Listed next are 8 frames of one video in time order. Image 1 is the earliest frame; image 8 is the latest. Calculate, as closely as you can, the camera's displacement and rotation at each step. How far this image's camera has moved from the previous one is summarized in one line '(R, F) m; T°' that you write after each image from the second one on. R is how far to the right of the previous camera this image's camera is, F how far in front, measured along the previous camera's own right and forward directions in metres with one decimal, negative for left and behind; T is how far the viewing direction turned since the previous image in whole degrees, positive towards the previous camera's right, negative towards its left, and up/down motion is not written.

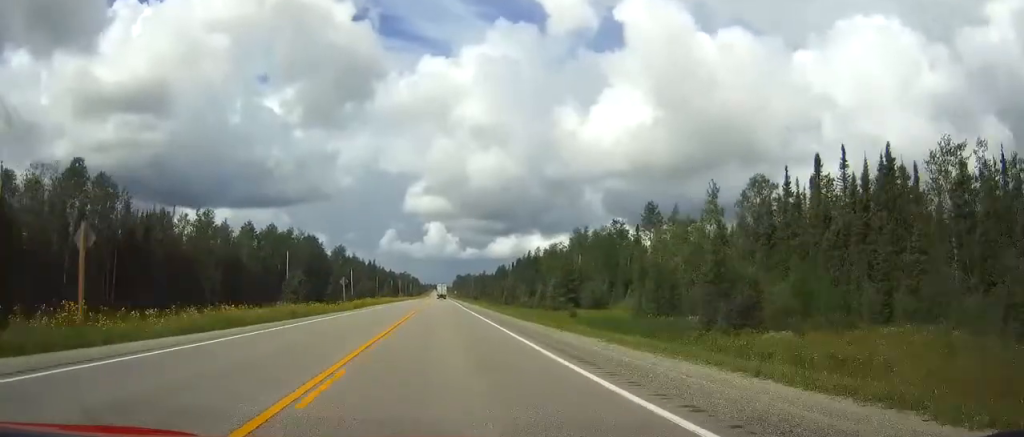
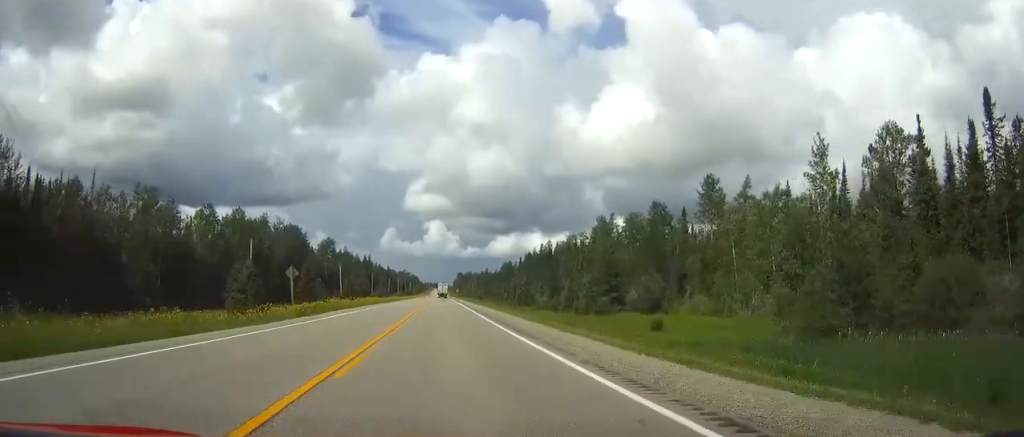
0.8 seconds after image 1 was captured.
(0.0, +26.1) m; 0°
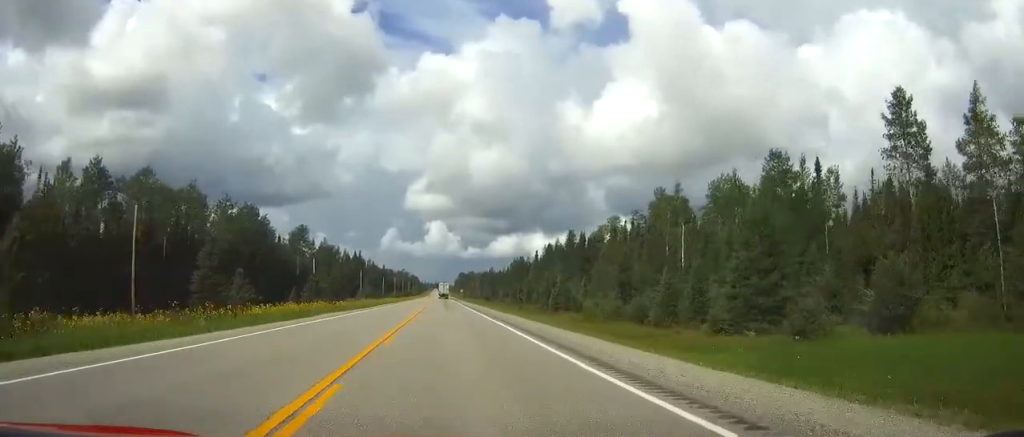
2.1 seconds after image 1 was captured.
(0.0, +42.2) m; 0°
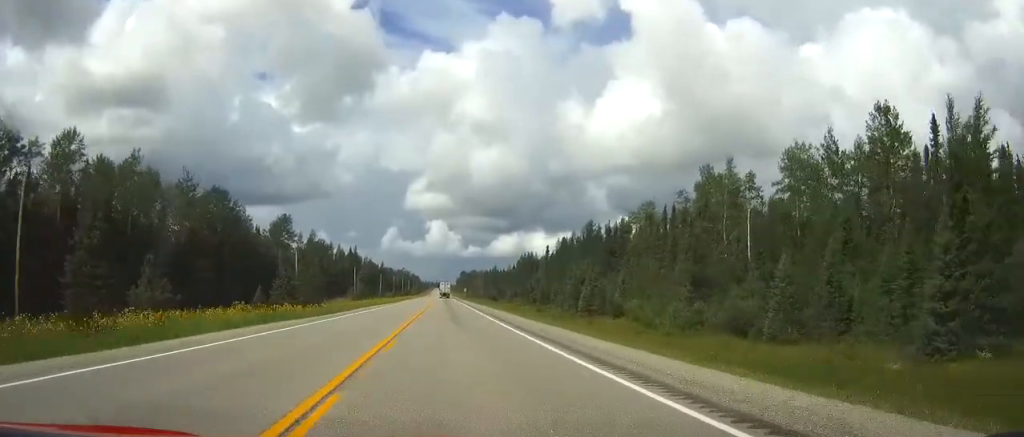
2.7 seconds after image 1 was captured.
(0.0, +20.5) m; 0°
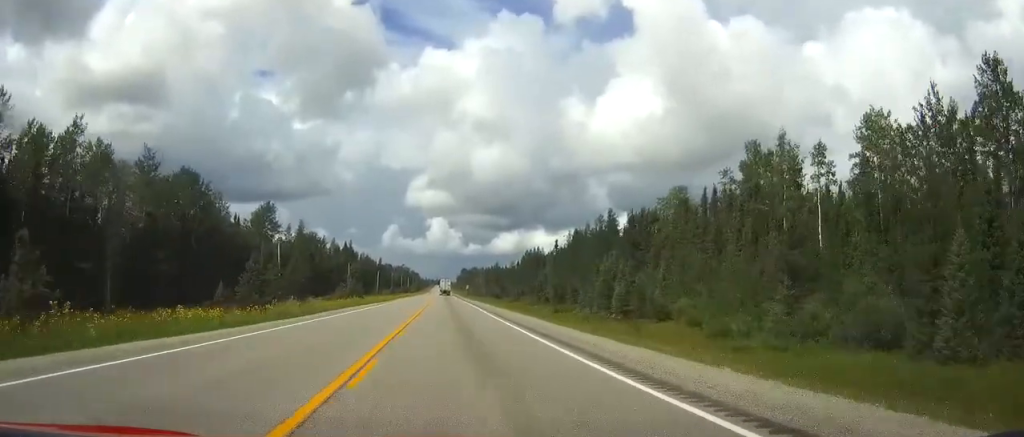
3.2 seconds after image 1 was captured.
(0.0, +15.0) m; 0°
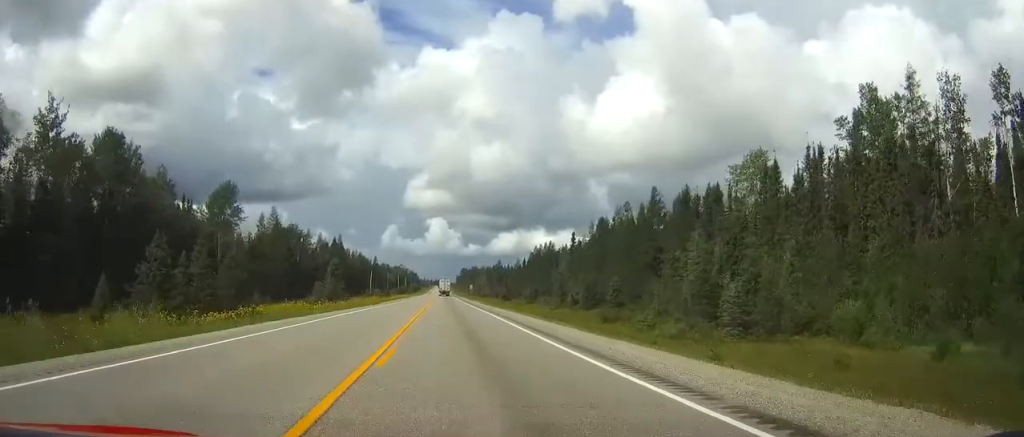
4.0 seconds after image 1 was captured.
(0.0, +25.7) m; 0°
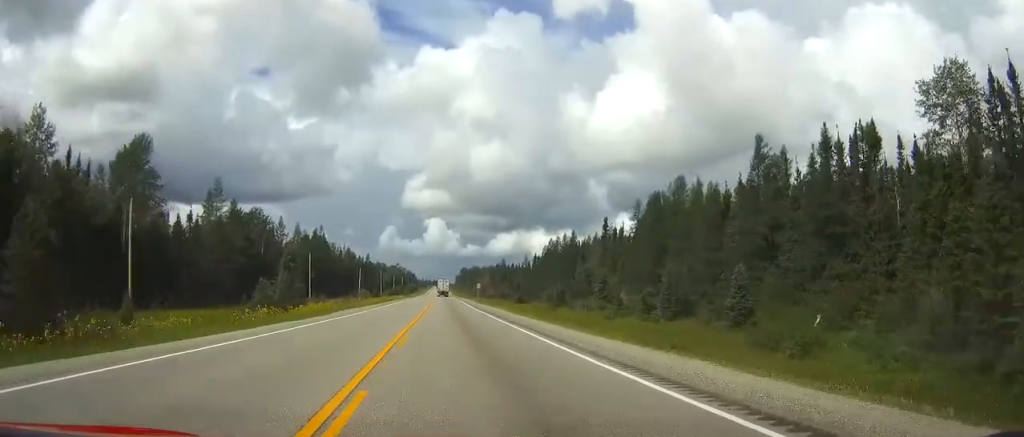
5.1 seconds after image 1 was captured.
(0.0, +34.0) m; 0°
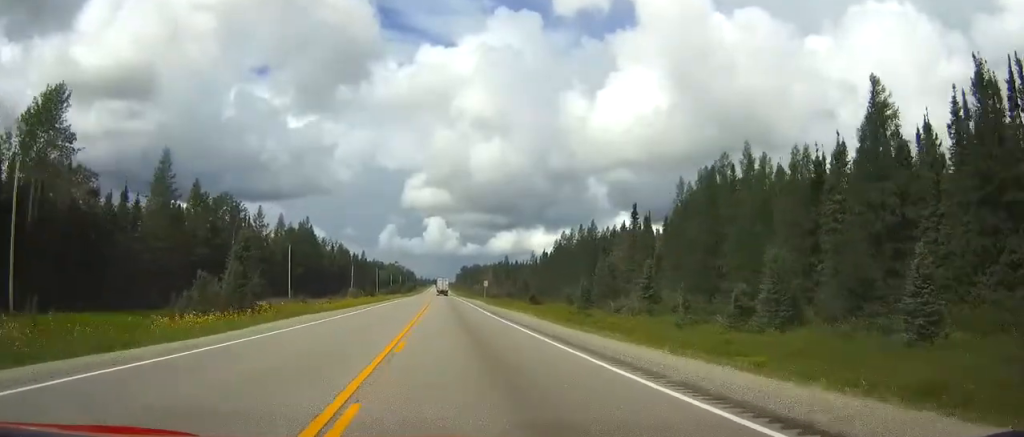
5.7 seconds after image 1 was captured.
(0.0, +20.1) m; 0°
